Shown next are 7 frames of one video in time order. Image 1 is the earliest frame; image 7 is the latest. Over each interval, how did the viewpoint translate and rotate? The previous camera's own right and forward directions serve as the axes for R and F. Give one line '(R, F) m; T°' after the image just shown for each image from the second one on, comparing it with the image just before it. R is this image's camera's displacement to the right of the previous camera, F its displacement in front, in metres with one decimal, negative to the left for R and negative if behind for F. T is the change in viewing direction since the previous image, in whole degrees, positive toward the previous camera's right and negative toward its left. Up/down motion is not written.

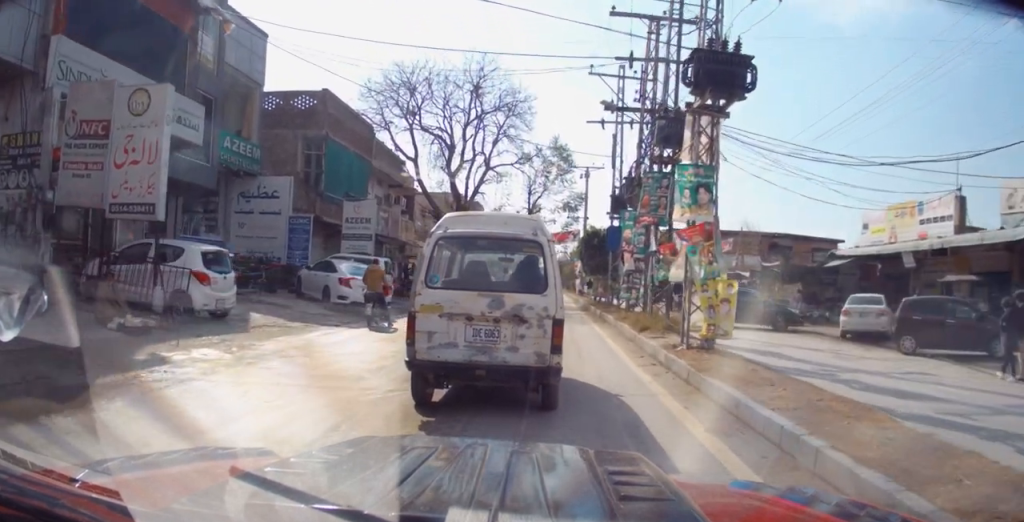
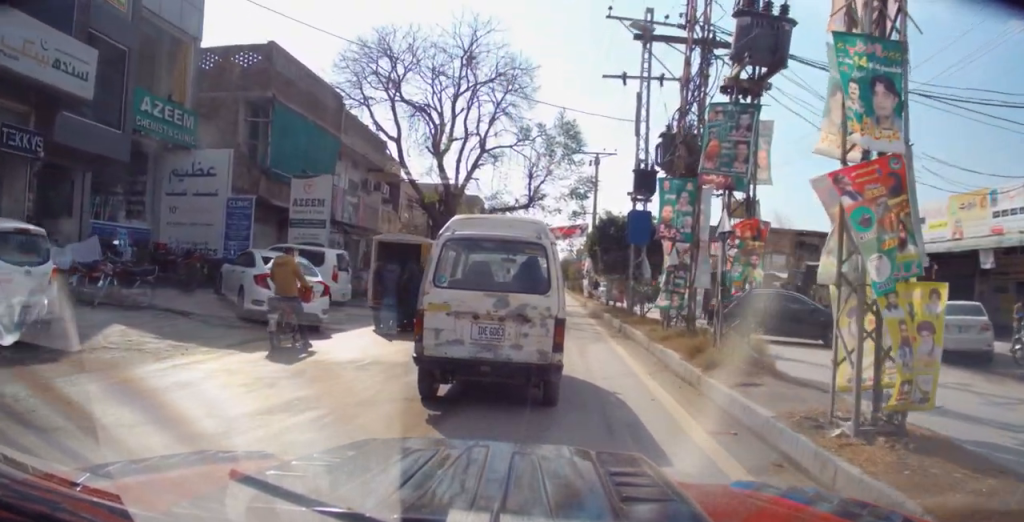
(0.0, +5.1) m; 0°
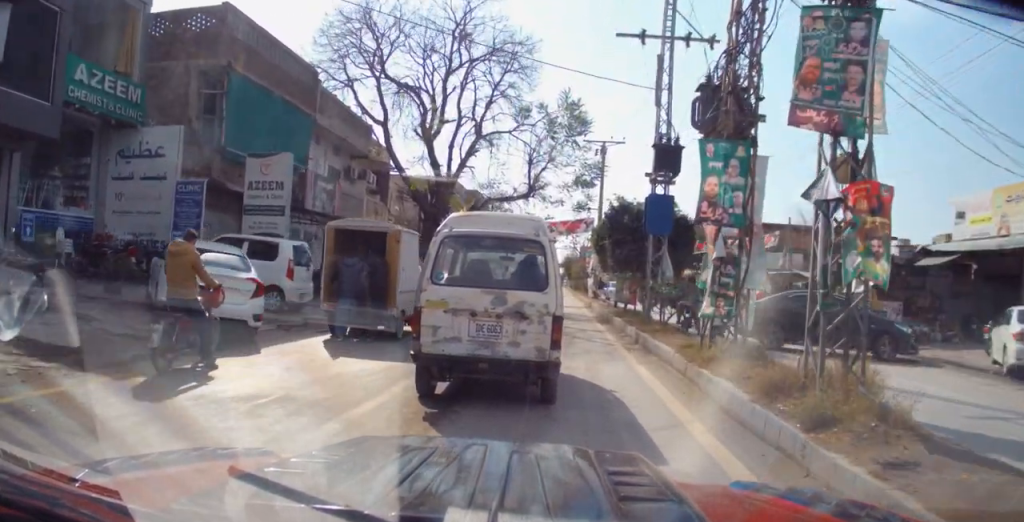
(0.0, +2.8) m; 0°
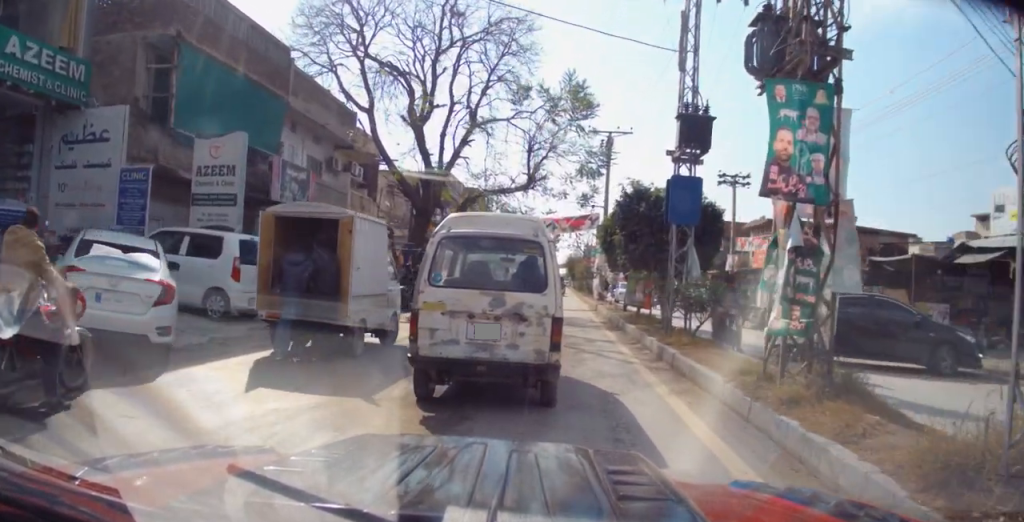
(0.0, +2.5) m; 0°
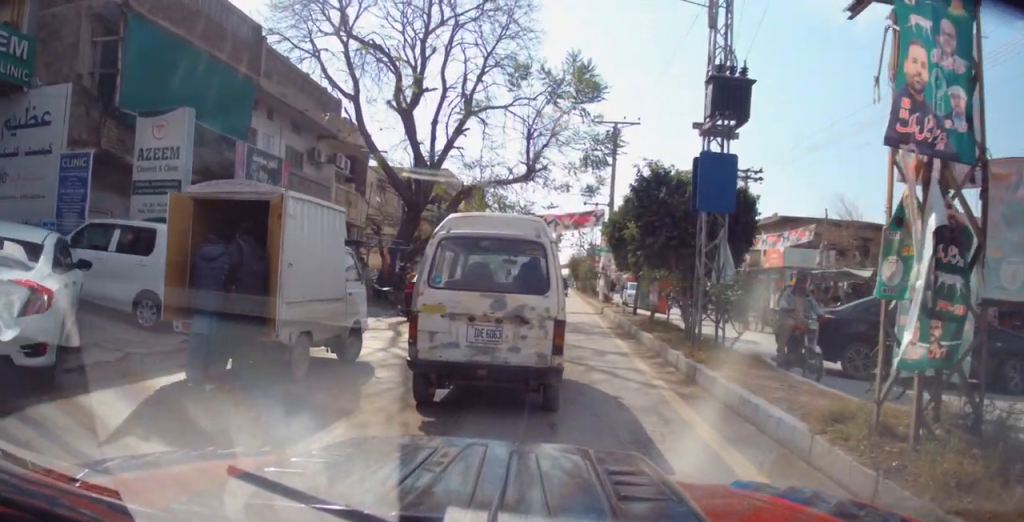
(0.0, +2.2) m; 0°
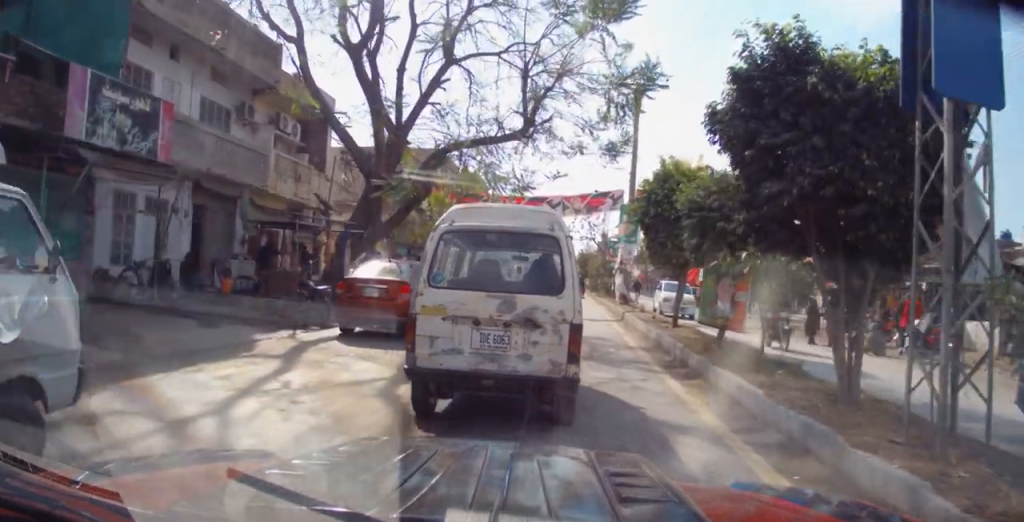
(0.0, +5.9) m; 0°
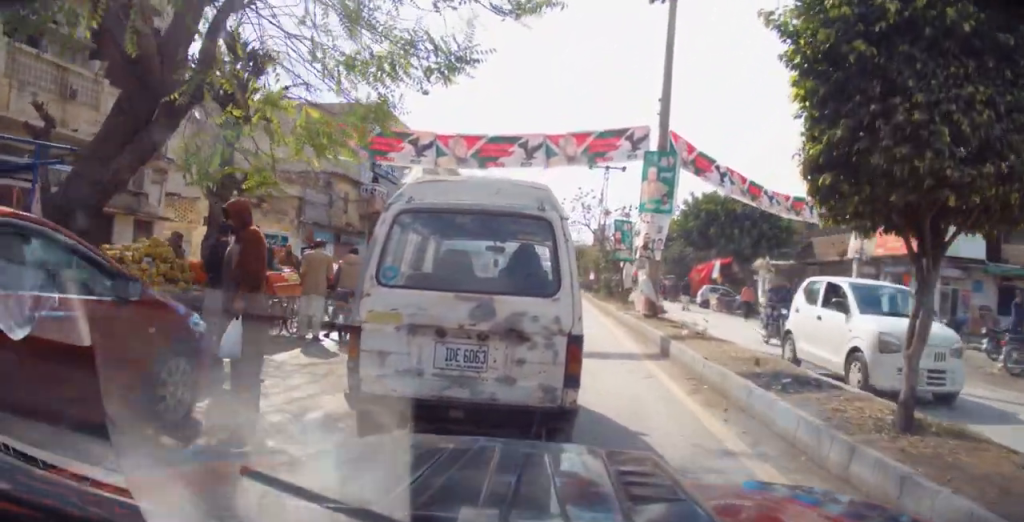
(+0.1, +10.7) m; +2°
